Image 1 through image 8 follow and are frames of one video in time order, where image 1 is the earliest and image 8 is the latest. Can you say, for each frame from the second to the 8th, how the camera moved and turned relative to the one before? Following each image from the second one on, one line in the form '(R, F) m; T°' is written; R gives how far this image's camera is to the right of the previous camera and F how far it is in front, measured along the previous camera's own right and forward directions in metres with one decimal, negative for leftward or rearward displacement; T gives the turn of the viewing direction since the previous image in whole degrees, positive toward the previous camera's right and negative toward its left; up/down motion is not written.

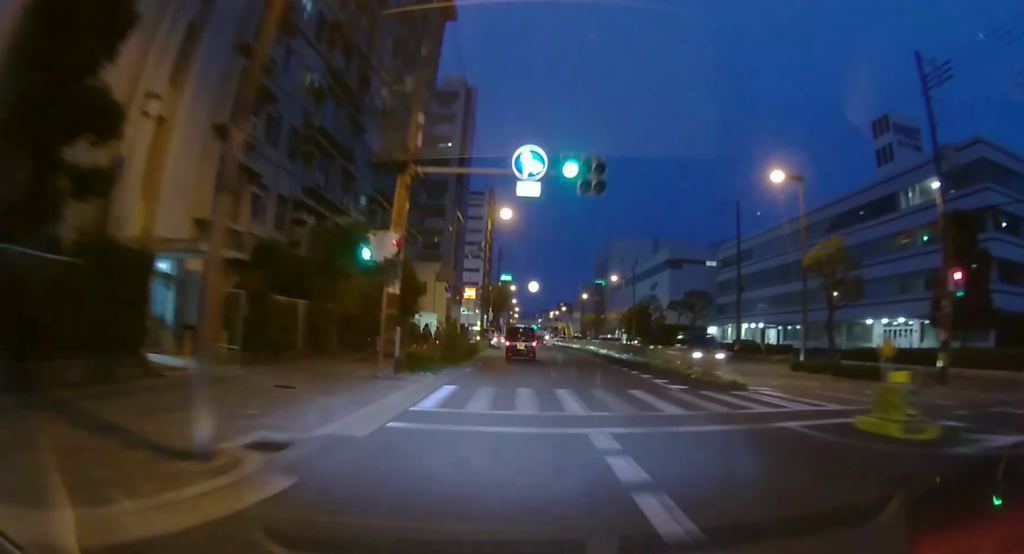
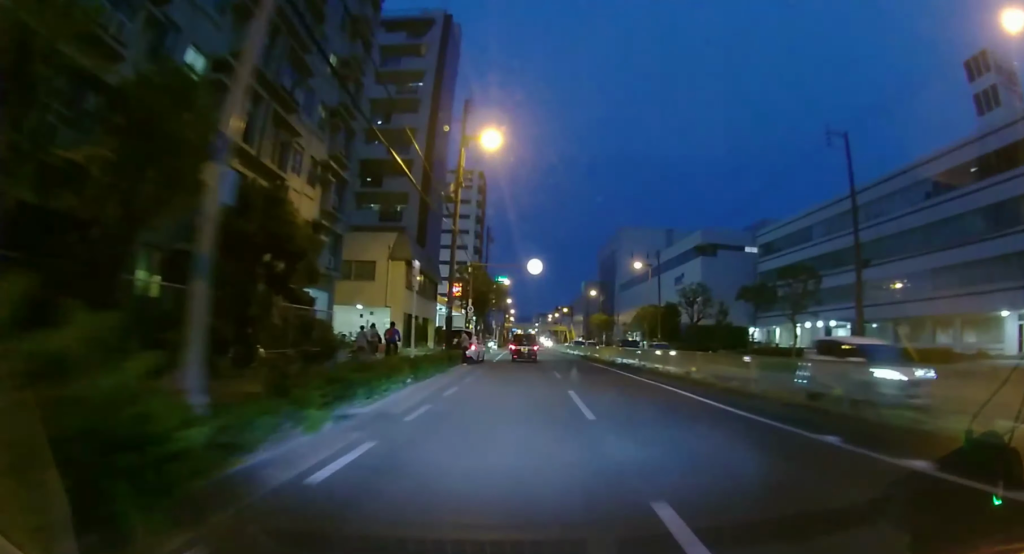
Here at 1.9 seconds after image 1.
(+0.2, +18.6) m; +1°
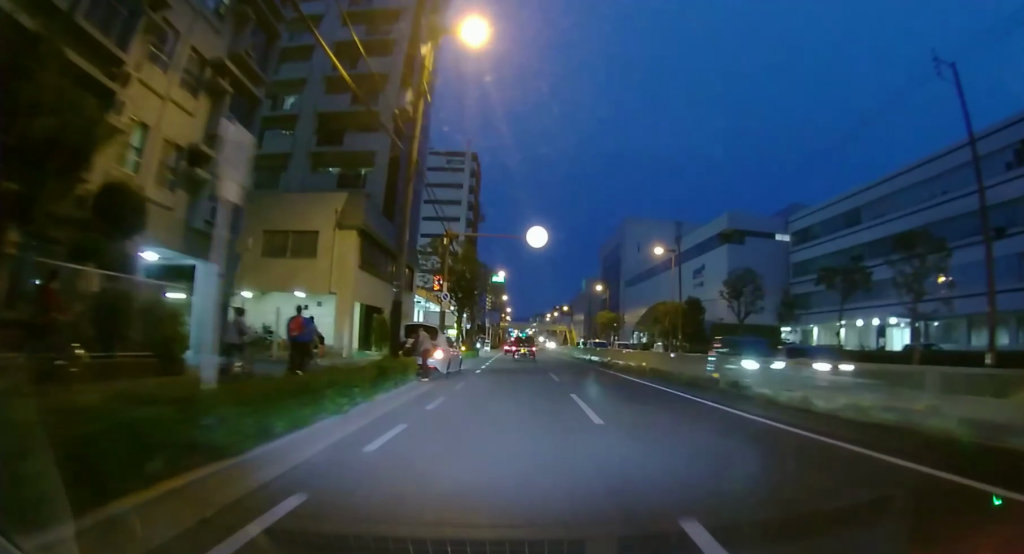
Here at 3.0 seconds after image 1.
(0.0, +10.4) m; 0°
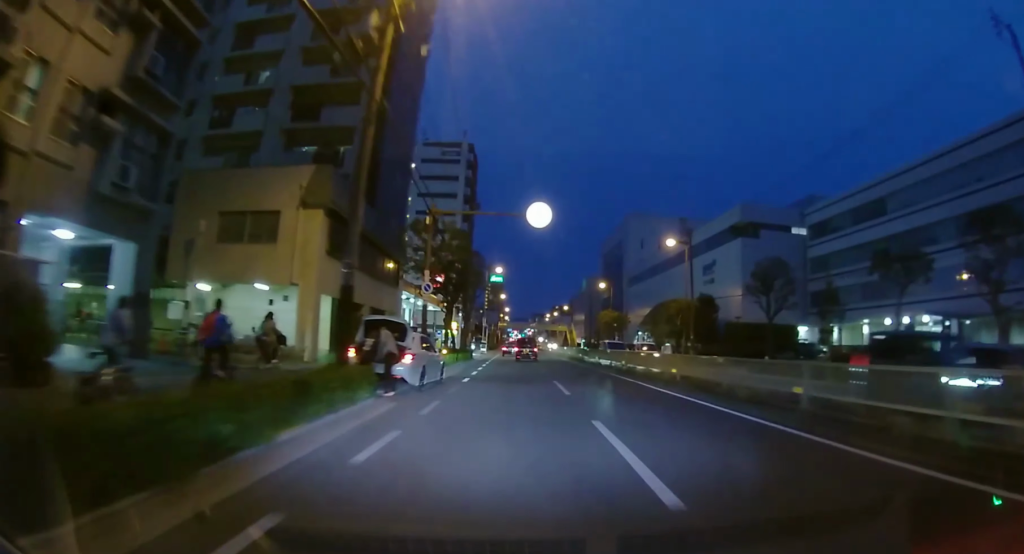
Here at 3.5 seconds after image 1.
(0.0, +4.8) m; 0°
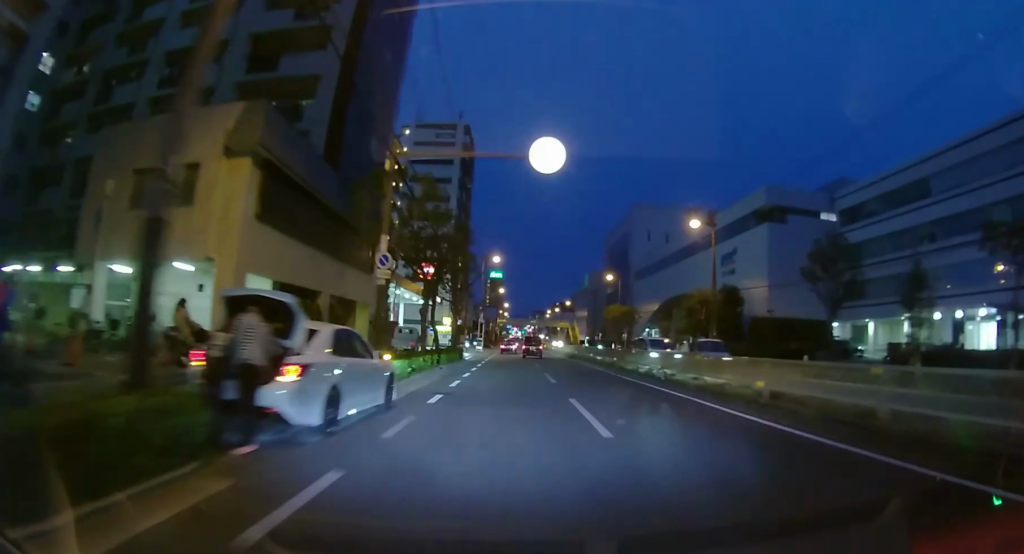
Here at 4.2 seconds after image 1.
(0.0, +6.7) m; 0°
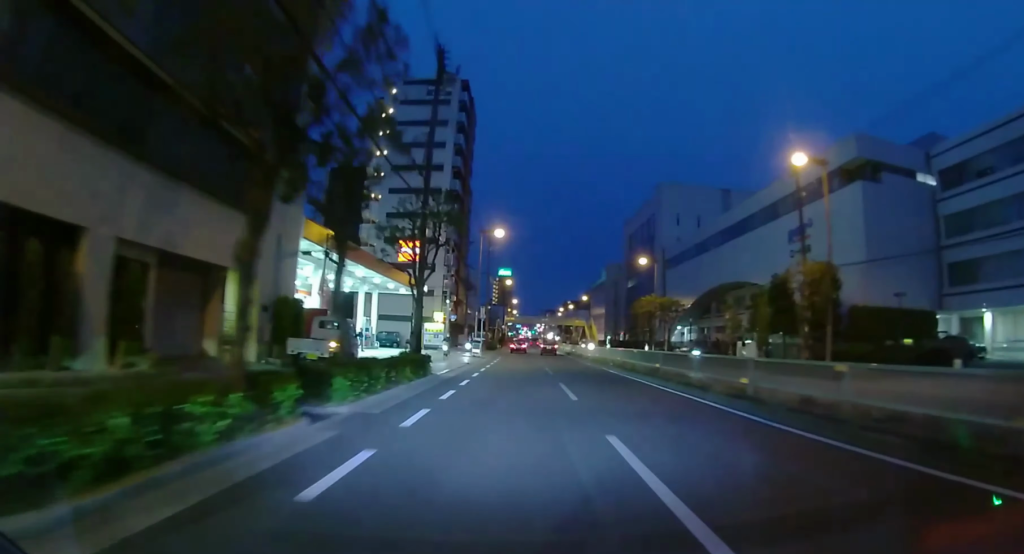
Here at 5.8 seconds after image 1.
(0.0, +15.0) m; 0°
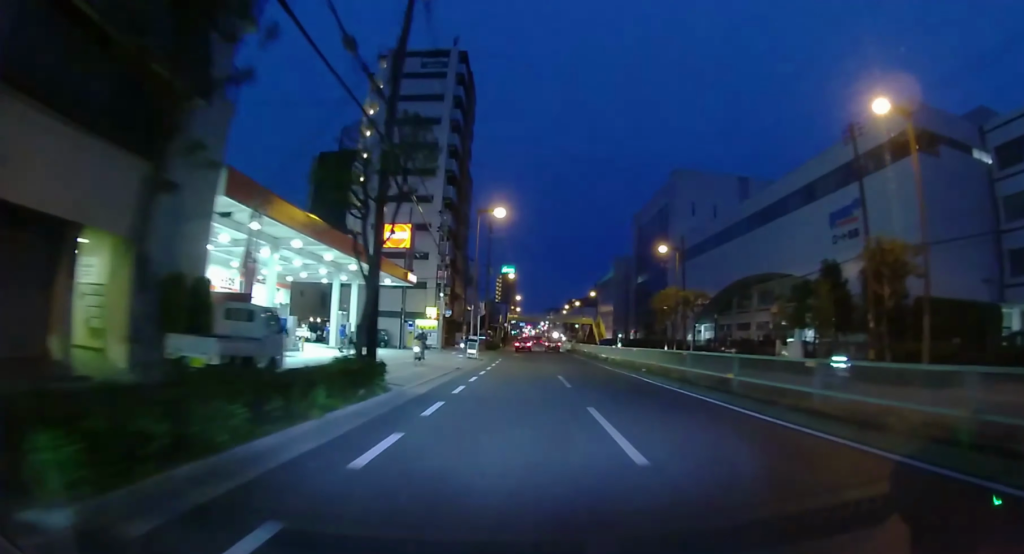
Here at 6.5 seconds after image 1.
(0.0, +6.8) m; 0°
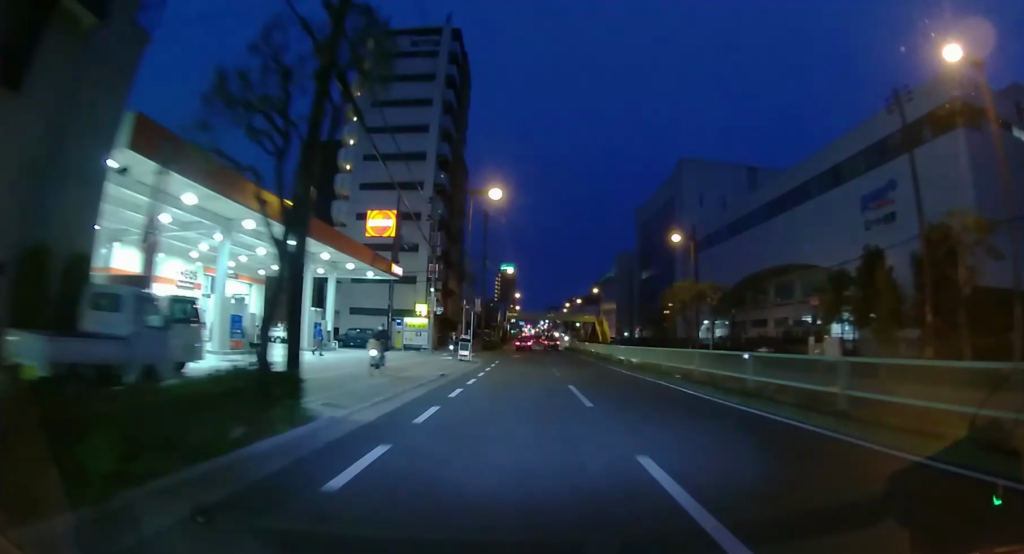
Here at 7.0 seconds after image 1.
(0.0, +4.7) m; 0°
